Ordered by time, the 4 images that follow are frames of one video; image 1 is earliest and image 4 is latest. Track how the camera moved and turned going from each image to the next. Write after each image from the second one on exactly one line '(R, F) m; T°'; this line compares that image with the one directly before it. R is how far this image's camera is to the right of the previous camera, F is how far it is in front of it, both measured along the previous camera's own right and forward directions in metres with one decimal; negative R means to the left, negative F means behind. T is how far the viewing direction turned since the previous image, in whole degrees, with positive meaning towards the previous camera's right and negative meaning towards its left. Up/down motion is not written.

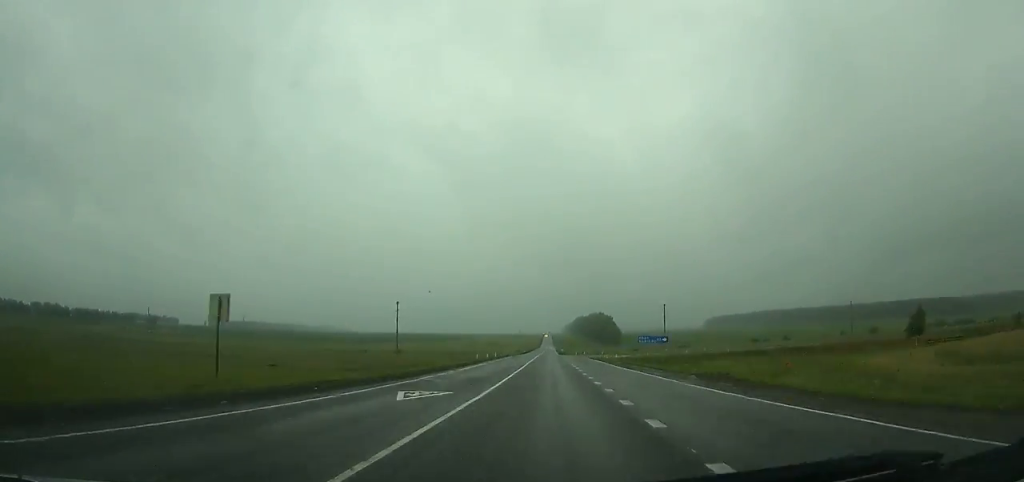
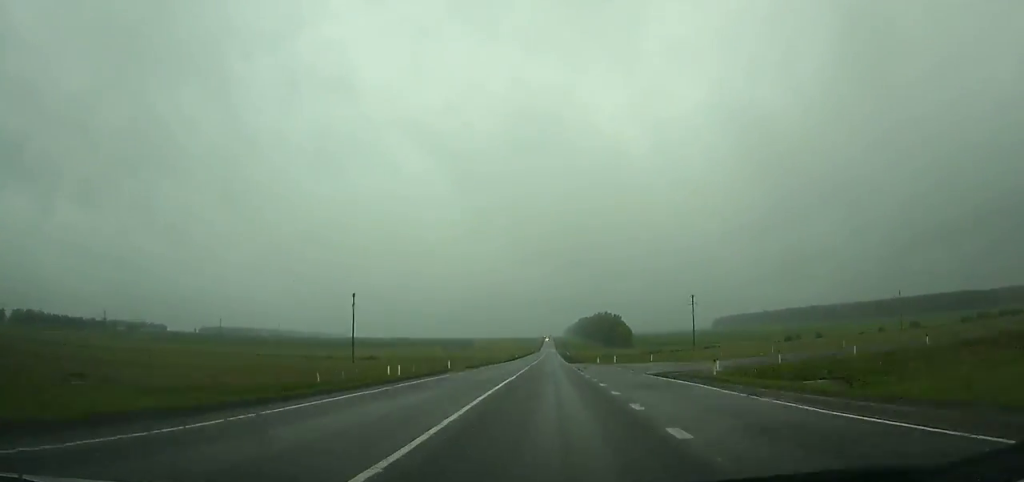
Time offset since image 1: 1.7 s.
(-0.1, +48.9) m; 0°
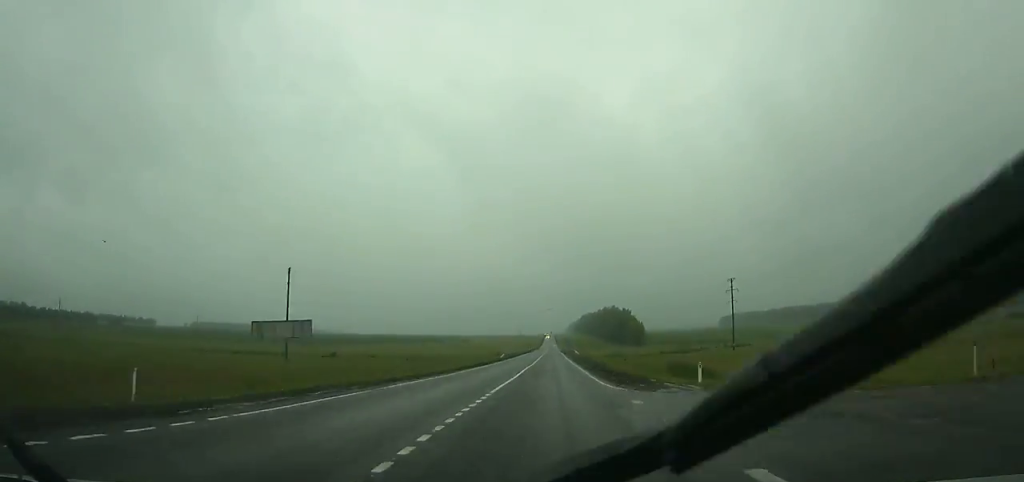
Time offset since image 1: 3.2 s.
(-0.1, +43.1) m; 0°
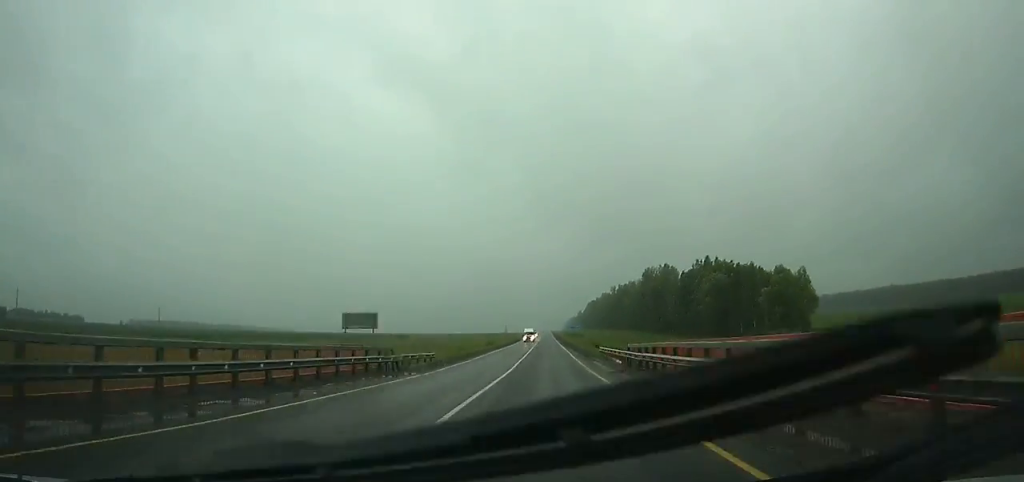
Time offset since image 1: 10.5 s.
(+0.3, +207.4) m; 0°
